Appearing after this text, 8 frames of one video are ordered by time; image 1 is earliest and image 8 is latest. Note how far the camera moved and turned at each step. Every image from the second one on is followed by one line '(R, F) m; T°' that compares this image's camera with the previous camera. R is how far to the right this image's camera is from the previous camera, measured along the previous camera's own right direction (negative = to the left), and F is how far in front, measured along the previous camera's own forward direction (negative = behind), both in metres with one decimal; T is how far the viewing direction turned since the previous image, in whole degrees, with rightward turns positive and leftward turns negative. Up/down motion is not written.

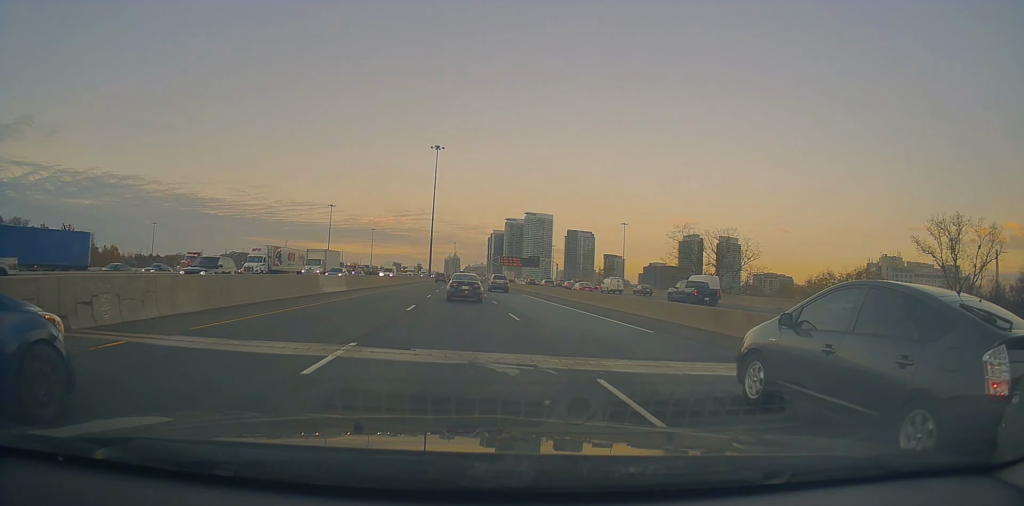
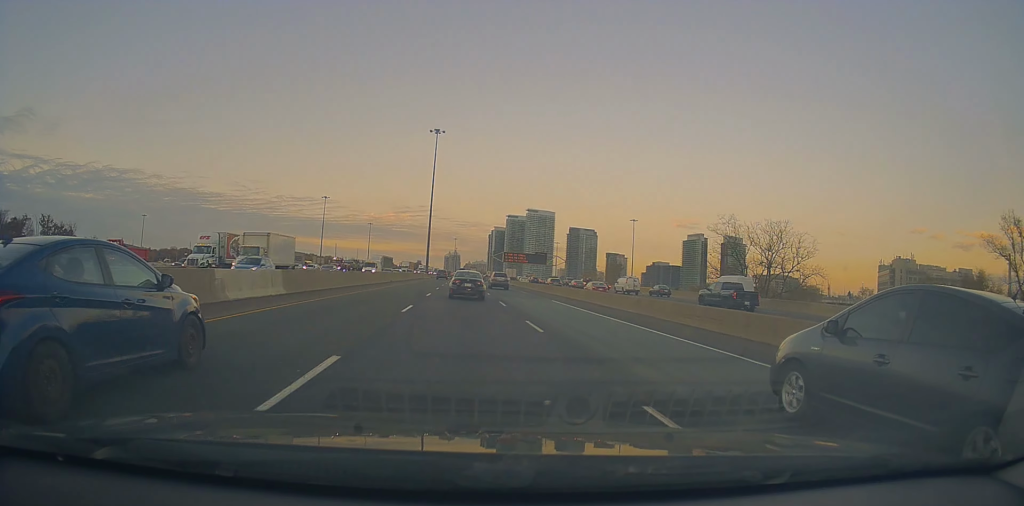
(+0.3, +14.6) m; +1°
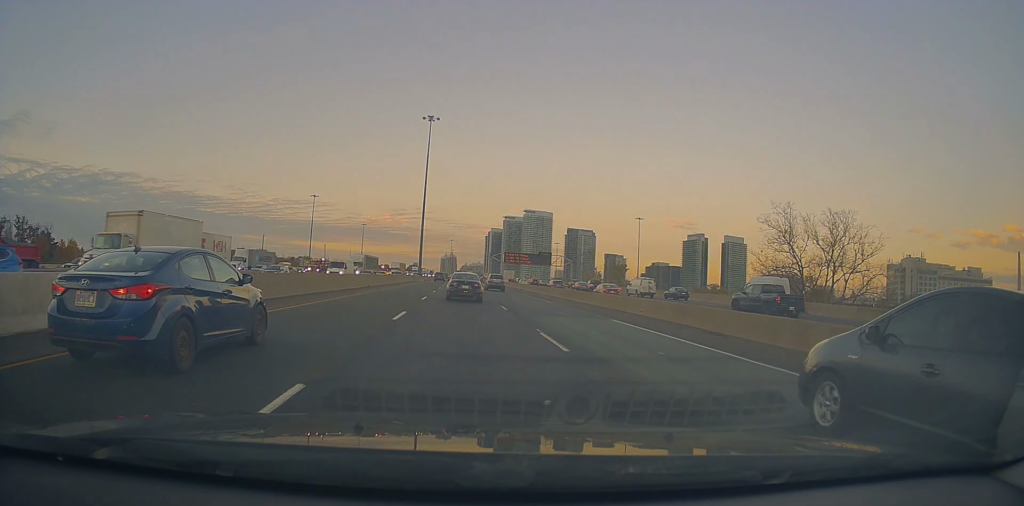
(+0.1, +13.9) m; 0°
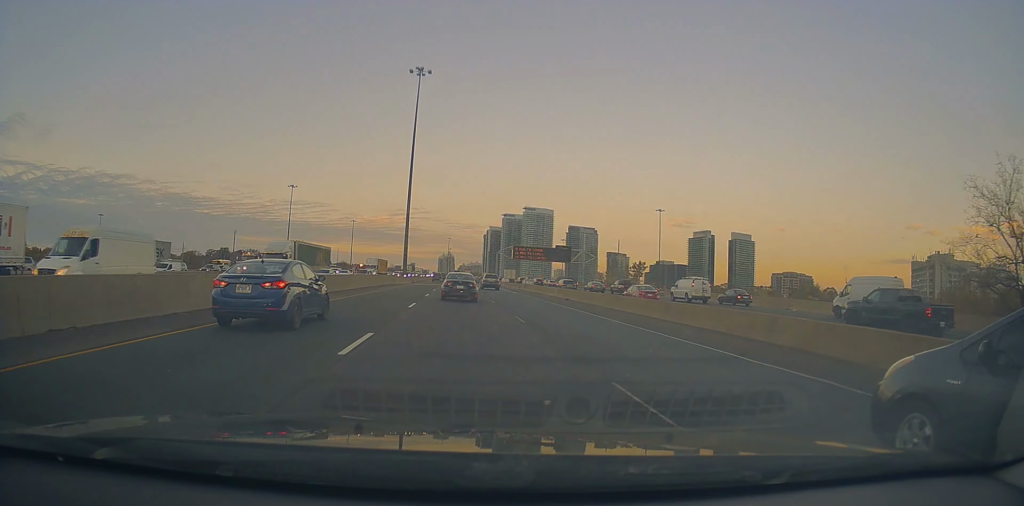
(-0.2, +30.2) m; -1°
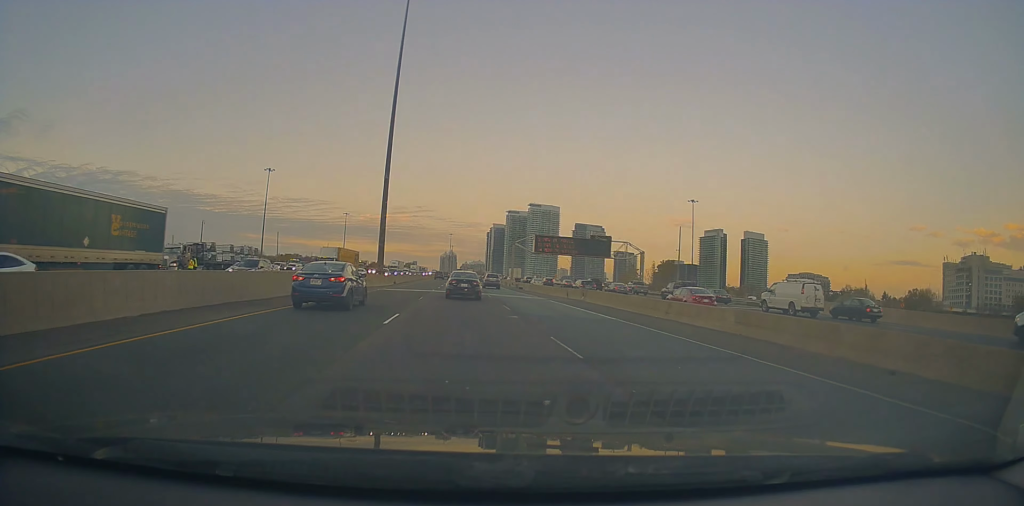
(-0.1, +31.0) m; -1°
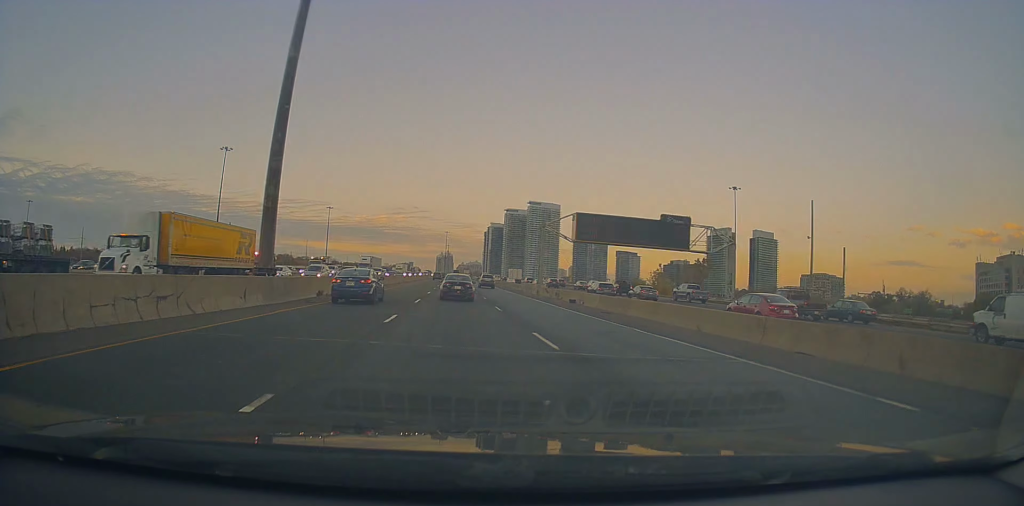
(+0.2, +34.9) m; +1°
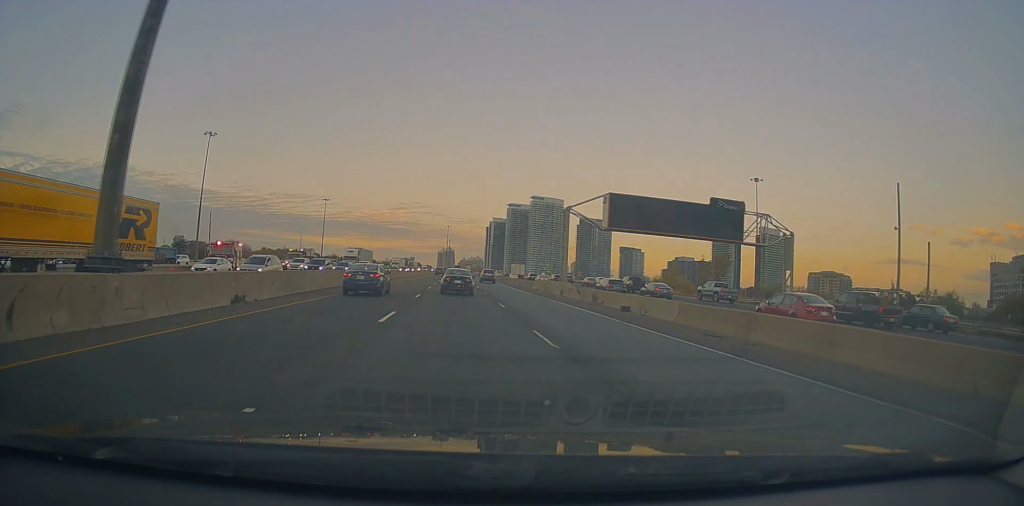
(+0.1, +12.3) m; 0°
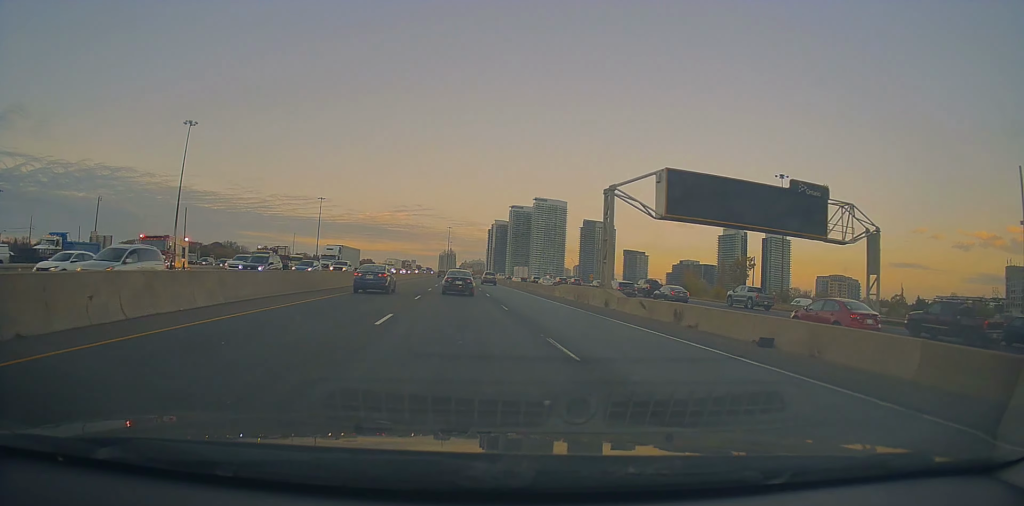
(0.0, +13.1) m; -1°
